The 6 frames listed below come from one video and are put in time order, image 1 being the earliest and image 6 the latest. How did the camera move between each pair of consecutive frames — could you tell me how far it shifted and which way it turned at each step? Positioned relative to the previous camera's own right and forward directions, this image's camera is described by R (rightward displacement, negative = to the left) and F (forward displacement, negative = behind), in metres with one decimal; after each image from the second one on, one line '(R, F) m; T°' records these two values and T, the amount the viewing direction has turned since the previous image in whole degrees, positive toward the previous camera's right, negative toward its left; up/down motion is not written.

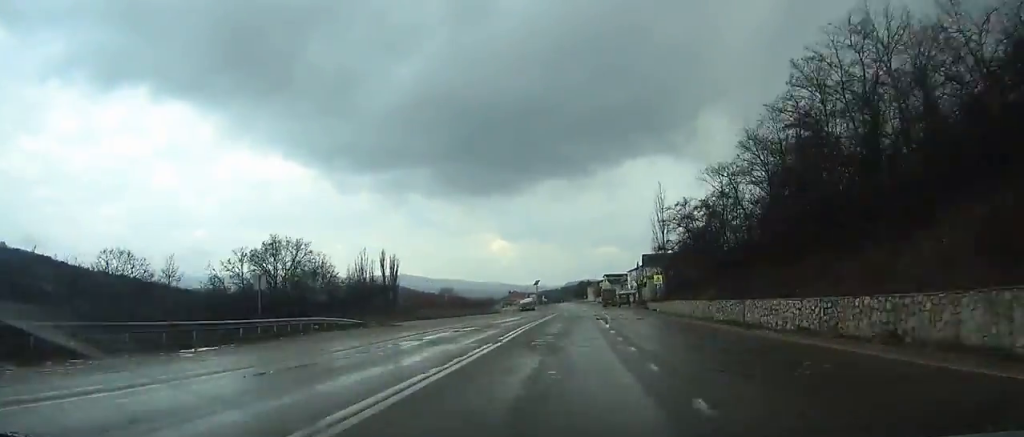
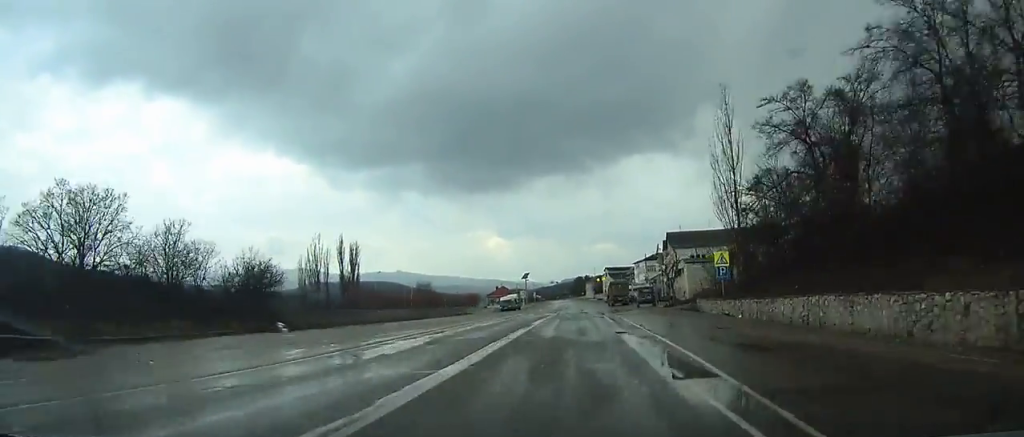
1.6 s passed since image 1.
(0.0, +30.2) m; 0°
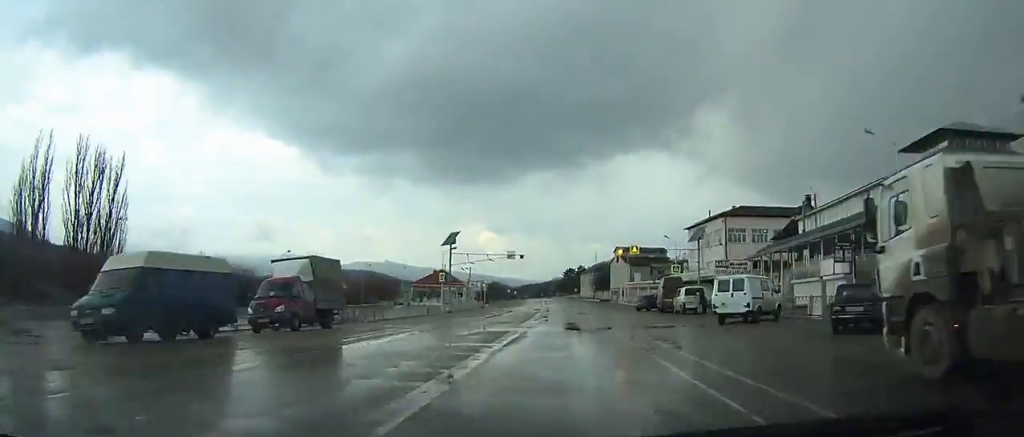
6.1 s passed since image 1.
(0.0, +82.7) m; -1°
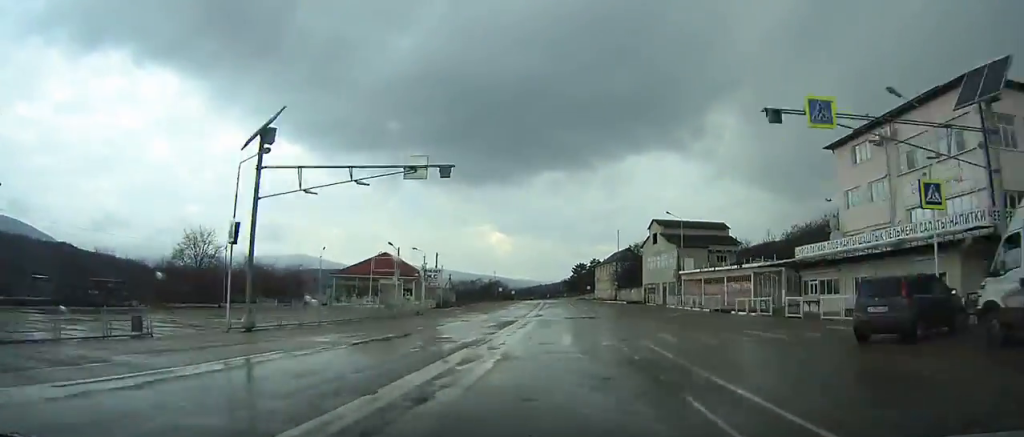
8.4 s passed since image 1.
(-0.4, +41.8) m; -1°
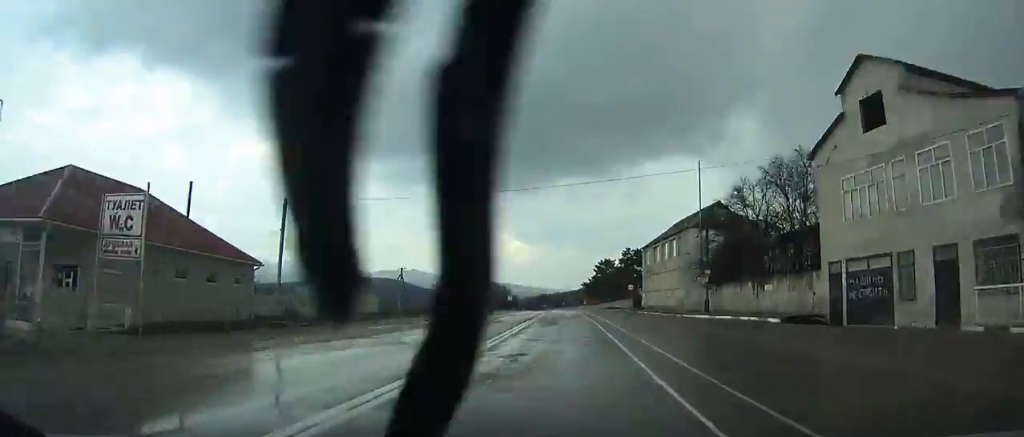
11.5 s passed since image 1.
(-0.9, +56.5) m; -1°
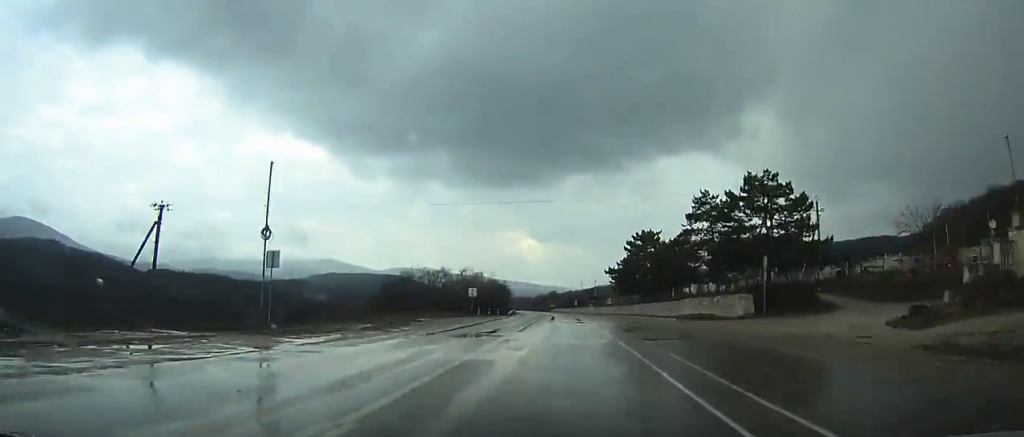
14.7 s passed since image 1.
(-0.7, +59.2) m; -2°
